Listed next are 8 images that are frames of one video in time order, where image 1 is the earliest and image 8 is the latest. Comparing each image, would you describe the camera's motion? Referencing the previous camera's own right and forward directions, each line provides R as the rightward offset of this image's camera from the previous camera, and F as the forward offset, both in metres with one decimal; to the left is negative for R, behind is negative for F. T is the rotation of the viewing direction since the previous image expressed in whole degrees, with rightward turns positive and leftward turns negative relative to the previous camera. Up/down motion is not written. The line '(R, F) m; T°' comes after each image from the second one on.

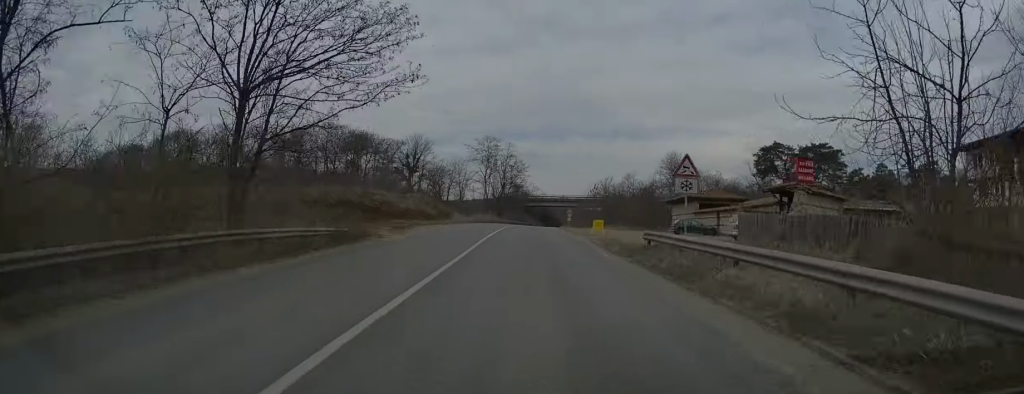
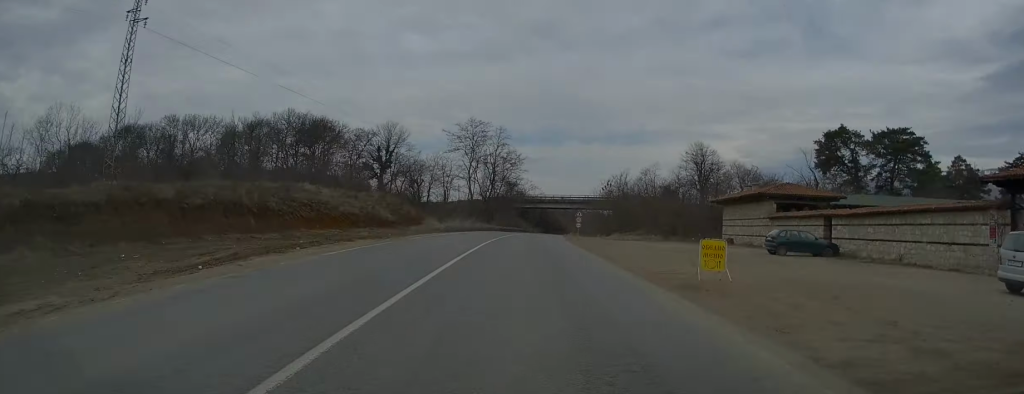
(+0.3, +23.6) m; +1°
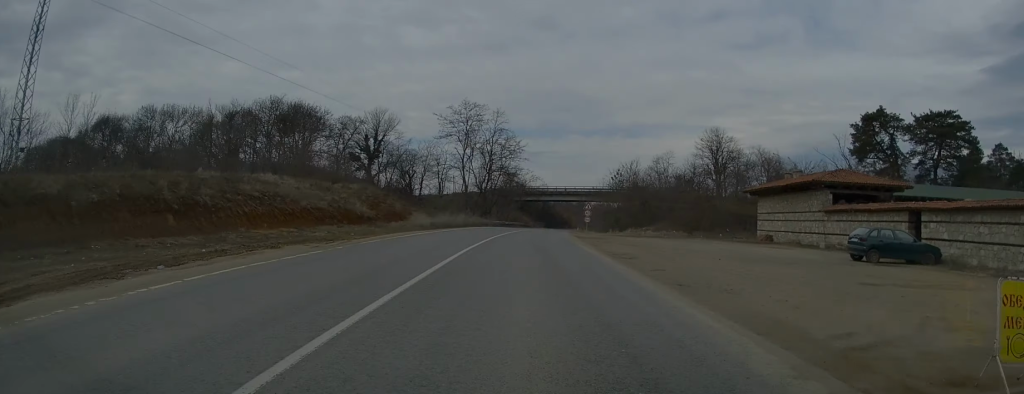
(0.0, +9.2) m; 0°
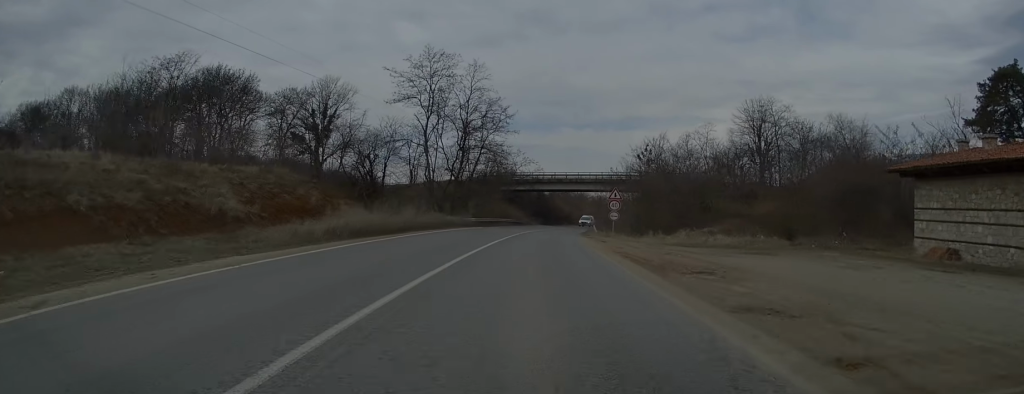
(+0.1, +22.7) m; +1°
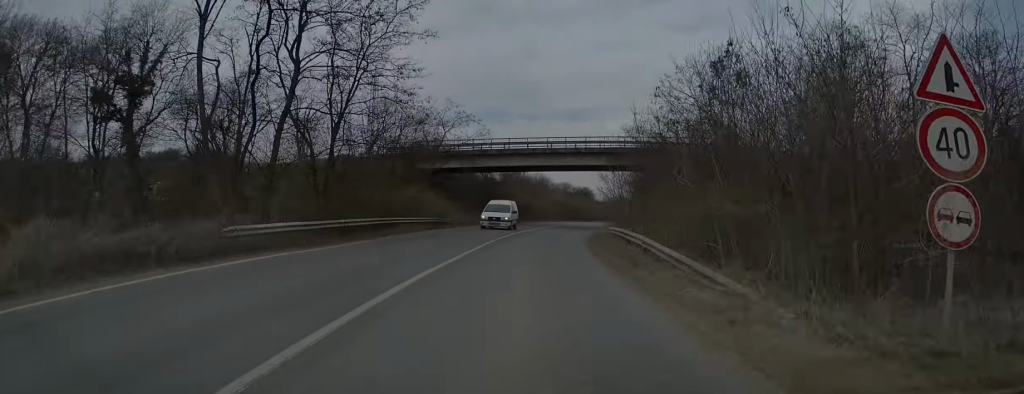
(+1.0, +32.3) m; +4°
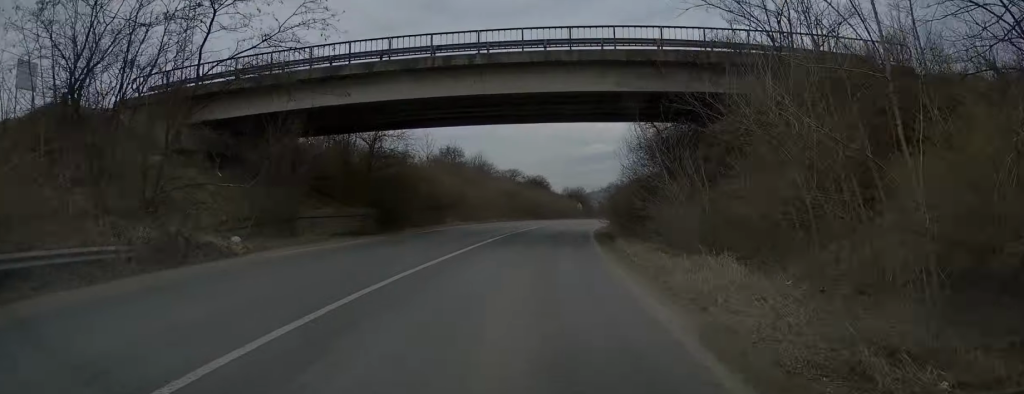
(+0.7, +30.7) m; +2°
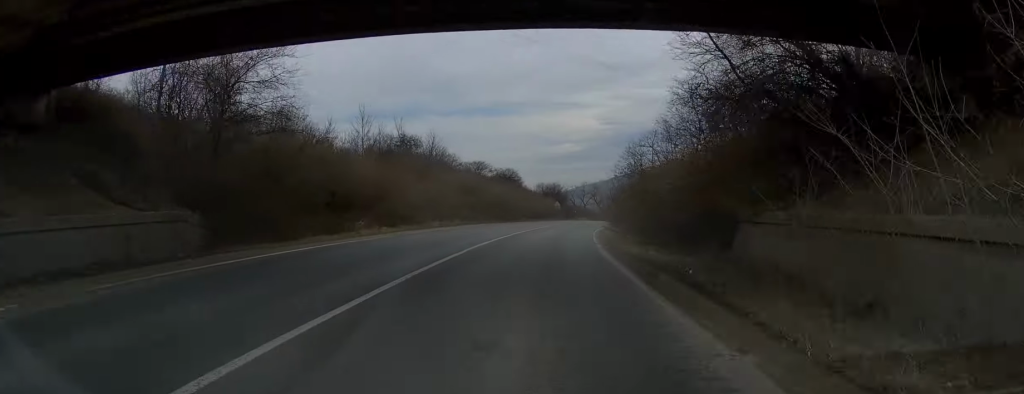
(+0.3, +16.1) m; +2°
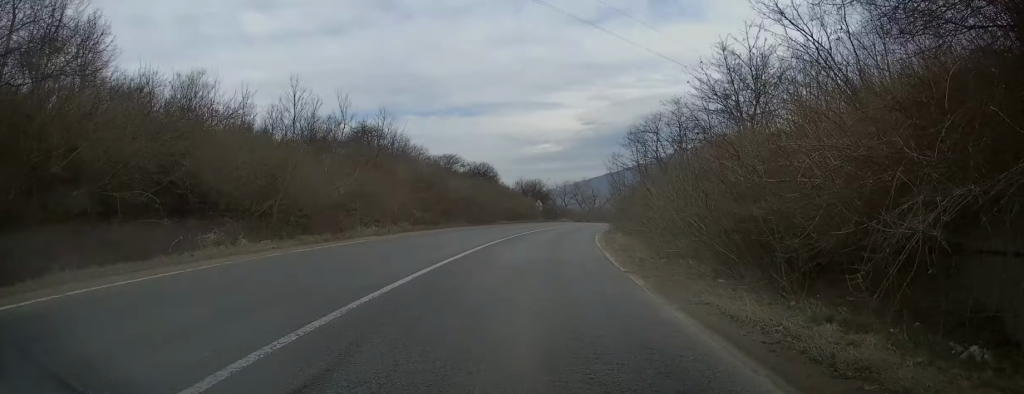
(+0.1, +11.4) m; +2°
